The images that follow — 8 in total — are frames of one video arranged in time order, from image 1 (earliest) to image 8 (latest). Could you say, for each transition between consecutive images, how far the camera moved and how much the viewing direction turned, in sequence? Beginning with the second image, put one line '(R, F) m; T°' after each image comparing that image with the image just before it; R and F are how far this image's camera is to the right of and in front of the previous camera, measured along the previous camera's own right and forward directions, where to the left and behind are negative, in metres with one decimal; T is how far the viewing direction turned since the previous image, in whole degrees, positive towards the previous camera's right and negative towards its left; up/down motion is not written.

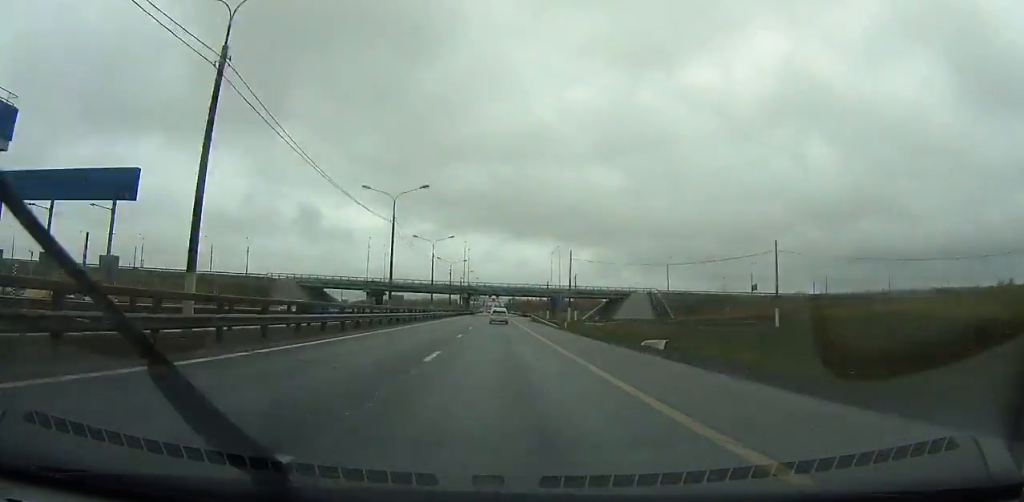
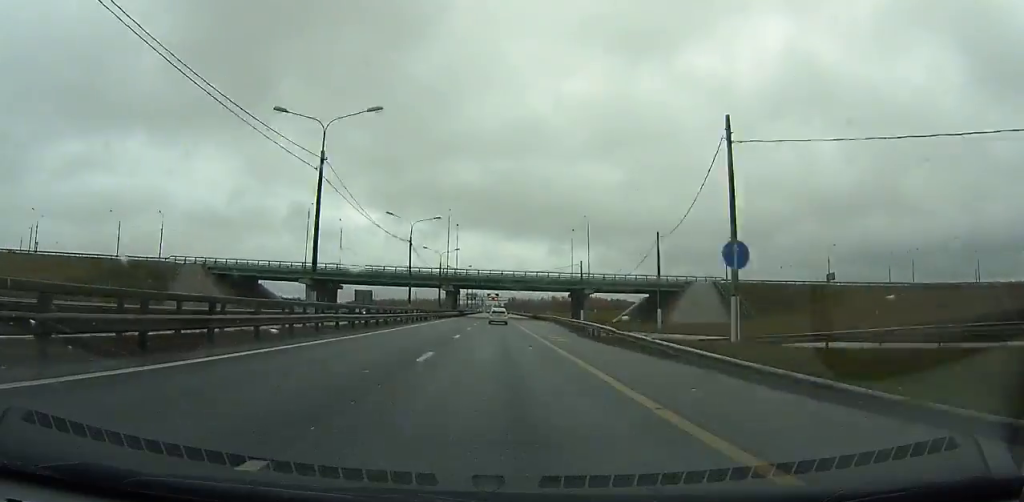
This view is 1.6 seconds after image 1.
(+0.1, +47.4) m; 0°
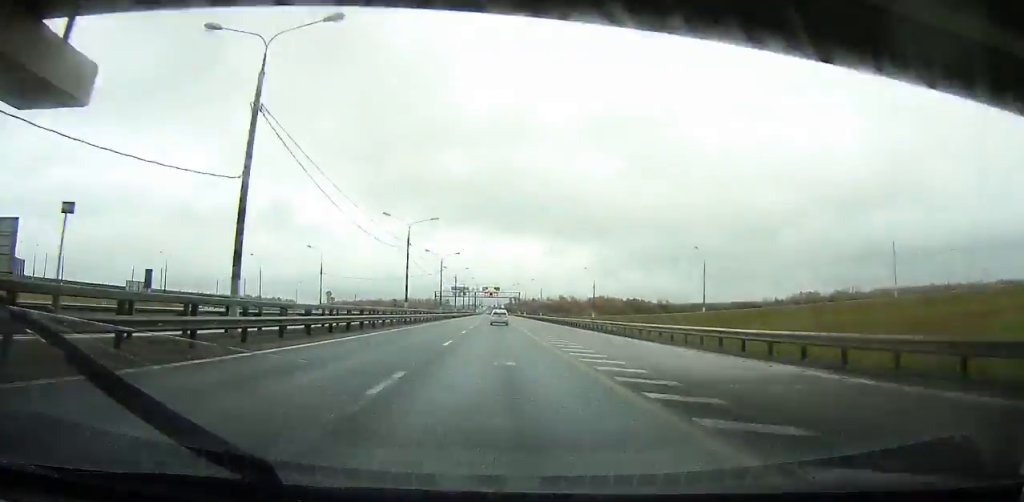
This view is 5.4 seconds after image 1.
(+0.4, +111.4) m; 0°
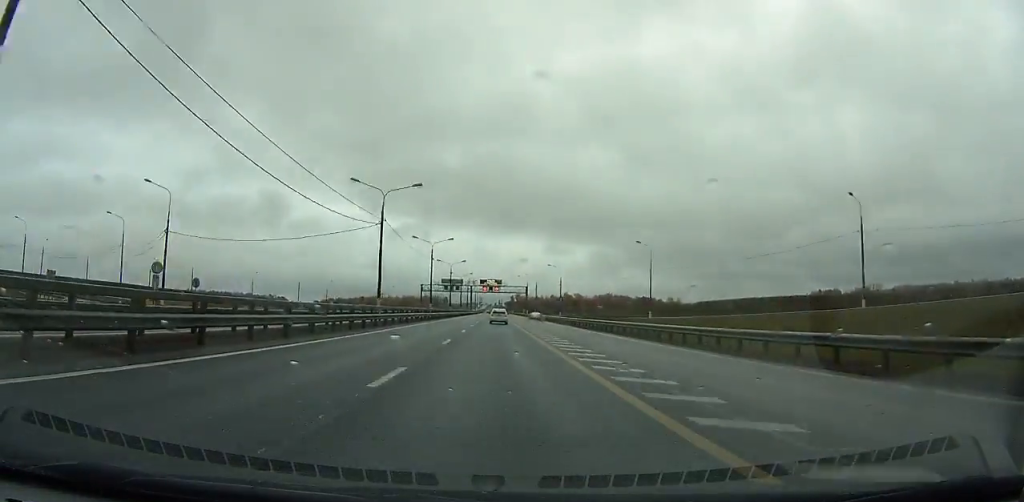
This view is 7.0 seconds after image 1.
(-0.1, +46.7) m; 0°
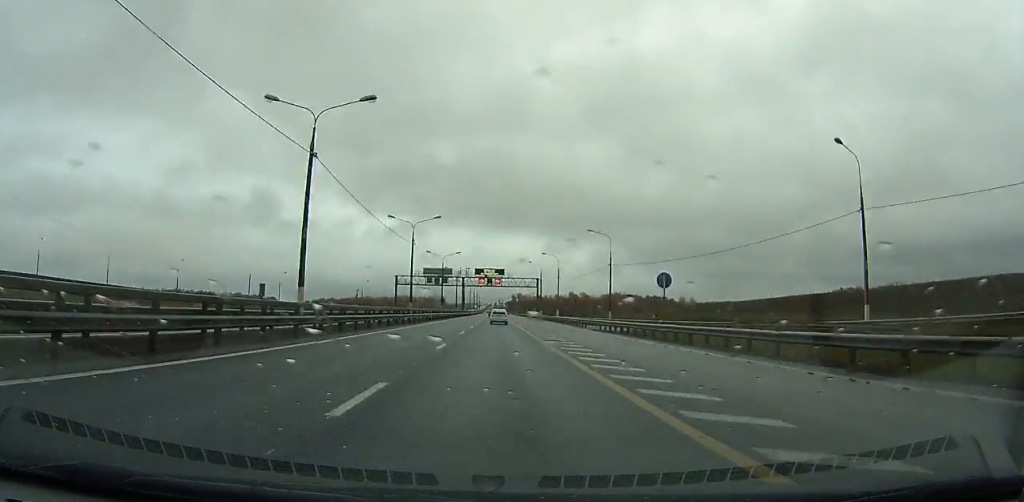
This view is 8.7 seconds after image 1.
(0.0, +49.8) m; 0°
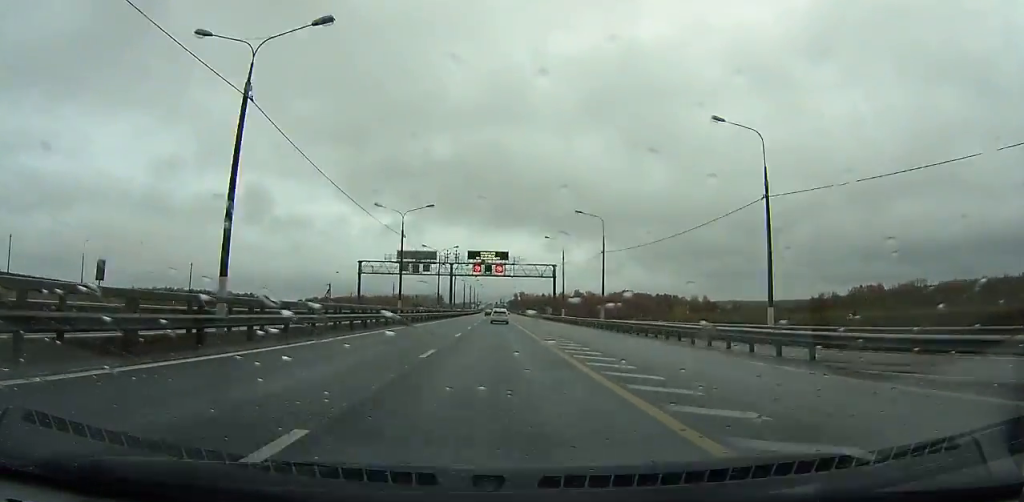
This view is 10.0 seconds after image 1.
(0.0, +38.0) m; 0°
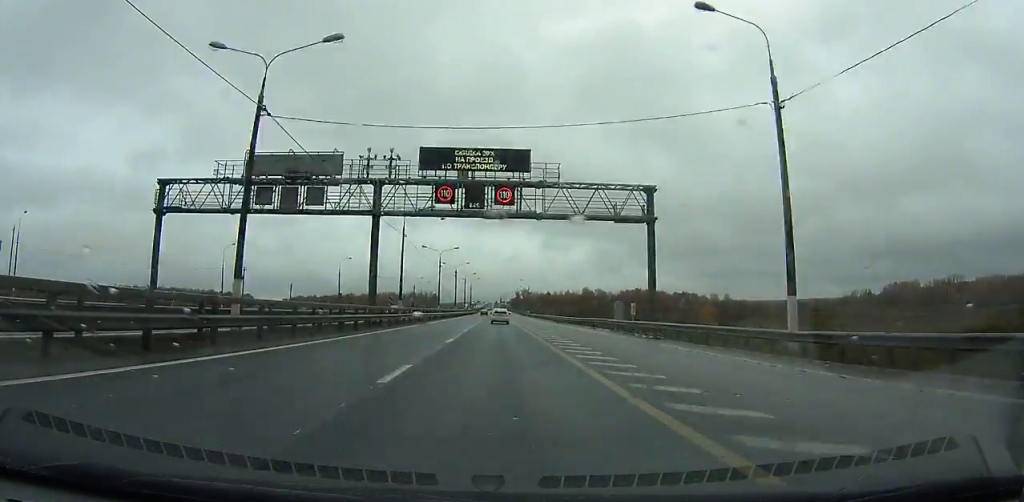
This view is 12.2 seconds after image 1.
(0.0, +64.8) m; 0°
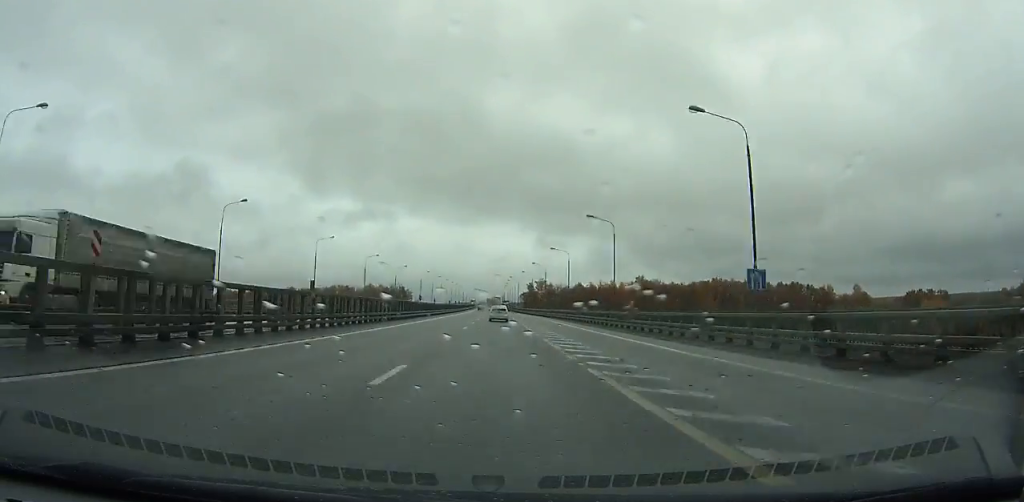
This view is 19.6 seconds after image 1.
(+0.8, +220.0) m; 0°
